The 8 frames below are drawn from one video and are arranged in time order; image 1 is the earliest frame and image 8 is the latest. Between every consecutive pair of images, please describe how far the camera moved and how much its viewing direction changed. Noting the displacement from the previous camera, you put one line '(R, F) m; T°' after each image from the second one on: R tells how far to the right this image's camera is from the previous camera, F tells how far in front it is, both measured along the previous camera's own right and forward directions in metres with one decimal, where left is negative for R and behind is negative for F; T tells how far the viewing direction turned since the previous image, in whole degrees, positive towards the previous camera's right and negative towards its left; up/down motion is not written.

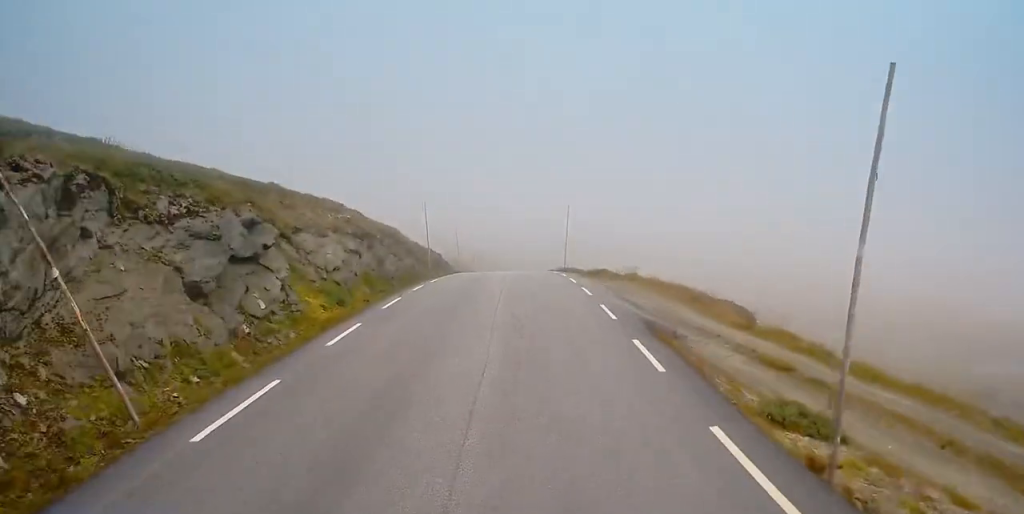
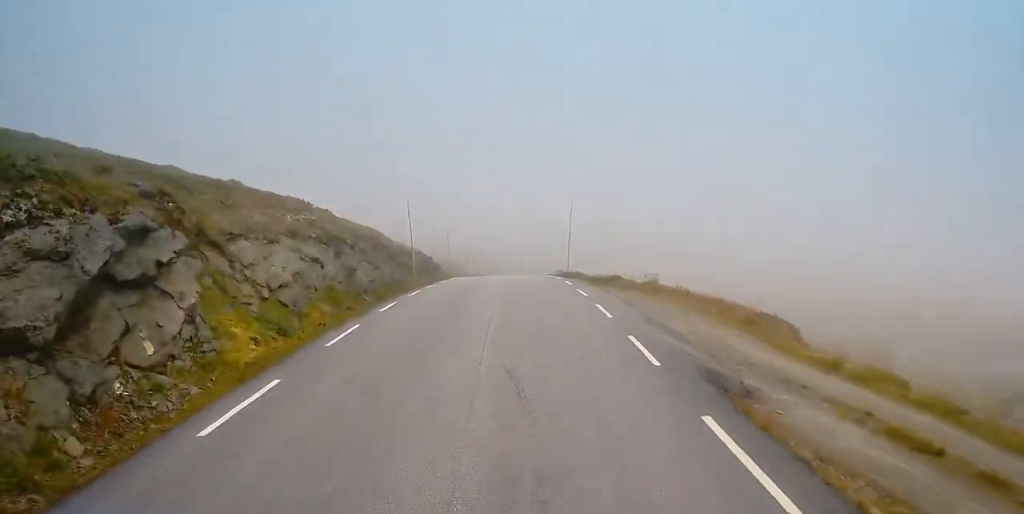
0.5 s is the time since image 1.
(0.0, +5.5) m; 0°
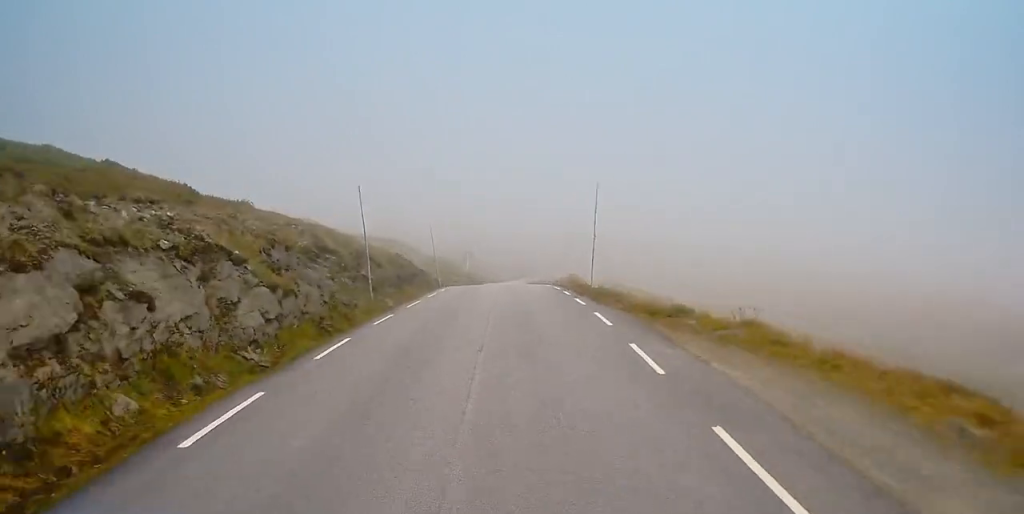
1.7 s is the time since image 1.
(-0.5, +12.6) m; -3°
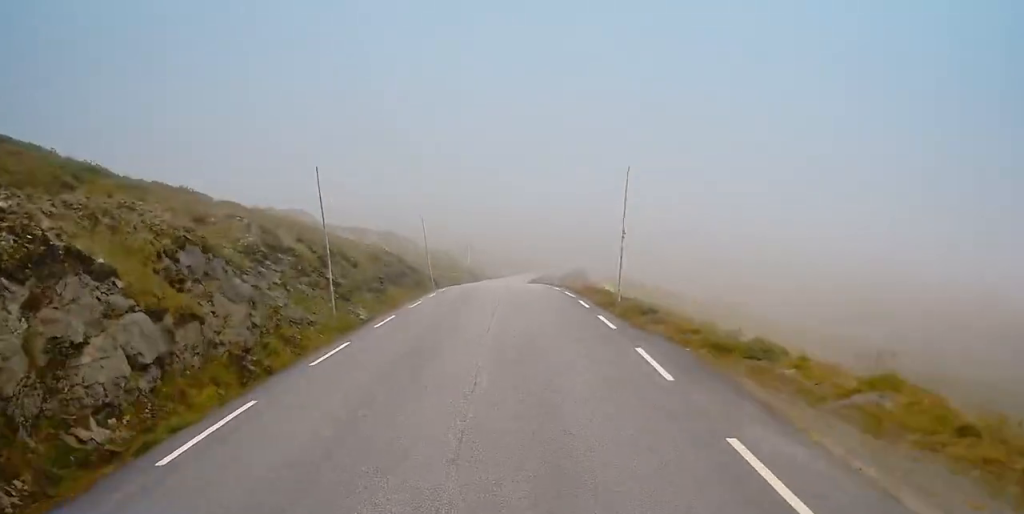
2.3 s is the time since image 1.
(0.0, +6.7) m; -1°
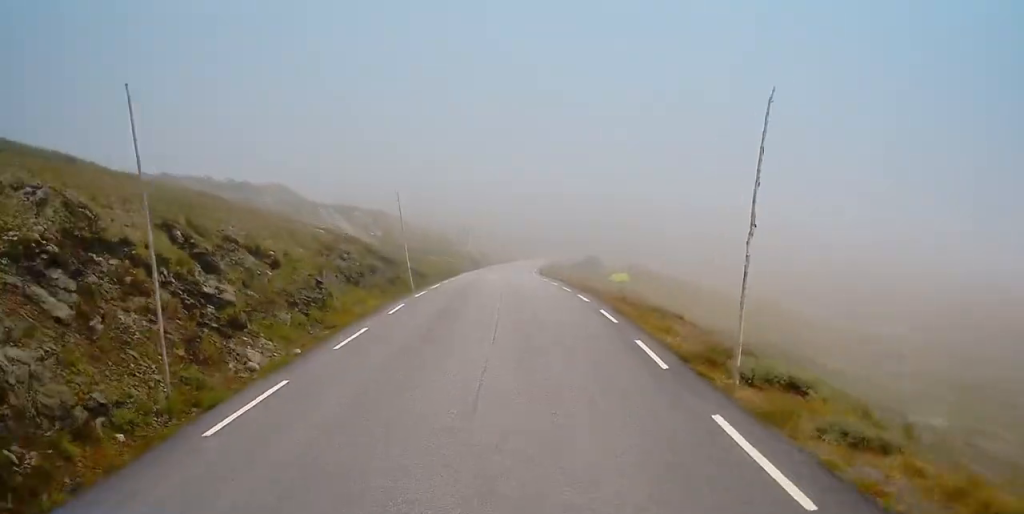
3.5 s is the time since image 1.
(-0.2, +11.3) m; -1°
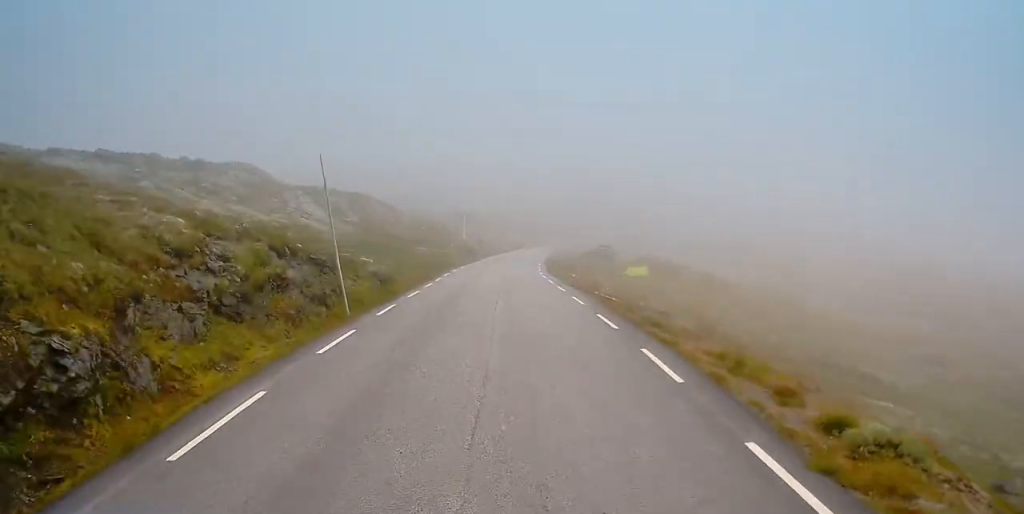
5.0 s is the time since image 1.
(+0.3, +13.0) m; +2°
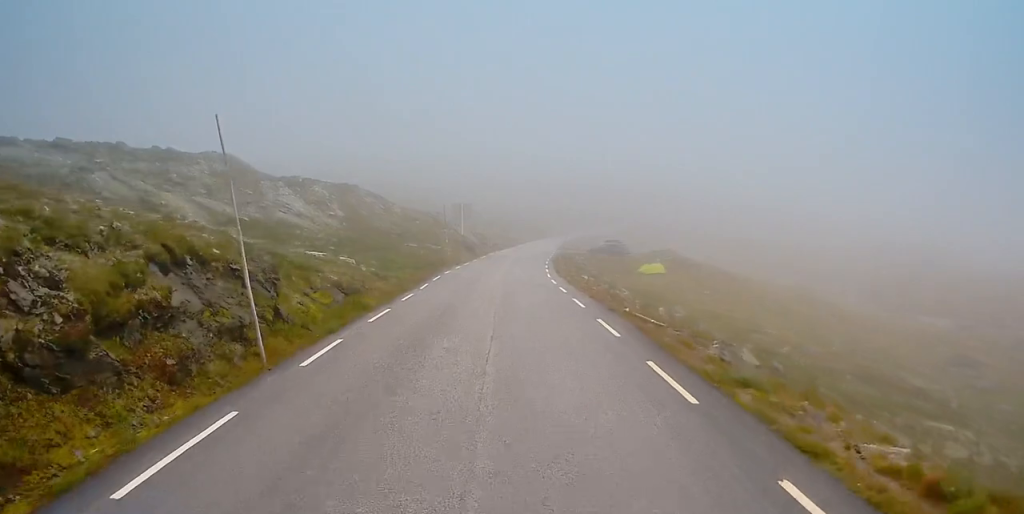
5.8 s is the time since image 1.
(-0.1, +7.0) m; 0°
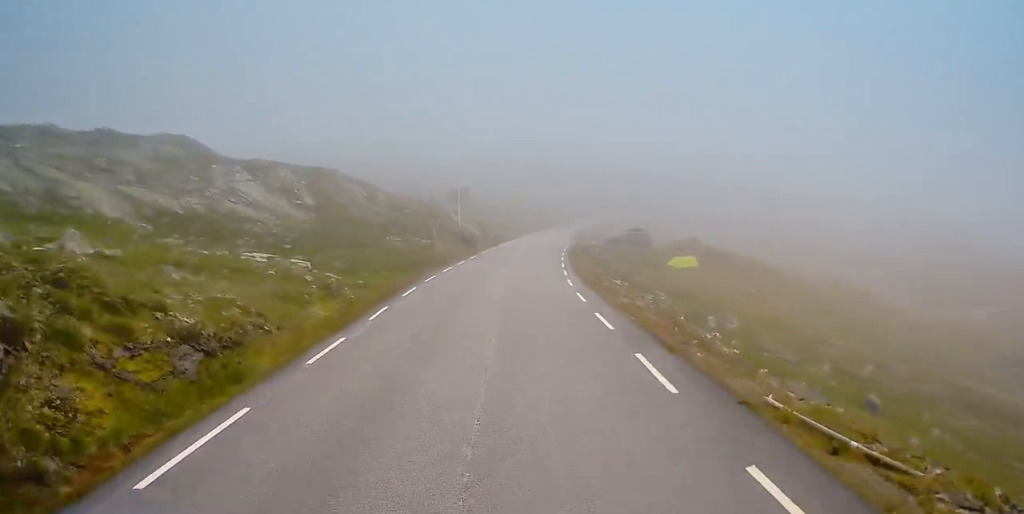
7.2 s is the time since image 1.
(+0.2, +11.7) m; +1°
